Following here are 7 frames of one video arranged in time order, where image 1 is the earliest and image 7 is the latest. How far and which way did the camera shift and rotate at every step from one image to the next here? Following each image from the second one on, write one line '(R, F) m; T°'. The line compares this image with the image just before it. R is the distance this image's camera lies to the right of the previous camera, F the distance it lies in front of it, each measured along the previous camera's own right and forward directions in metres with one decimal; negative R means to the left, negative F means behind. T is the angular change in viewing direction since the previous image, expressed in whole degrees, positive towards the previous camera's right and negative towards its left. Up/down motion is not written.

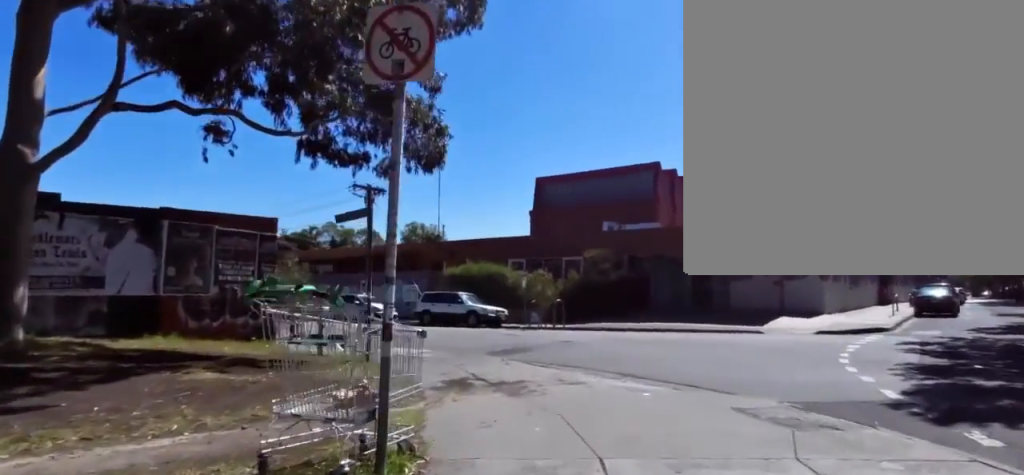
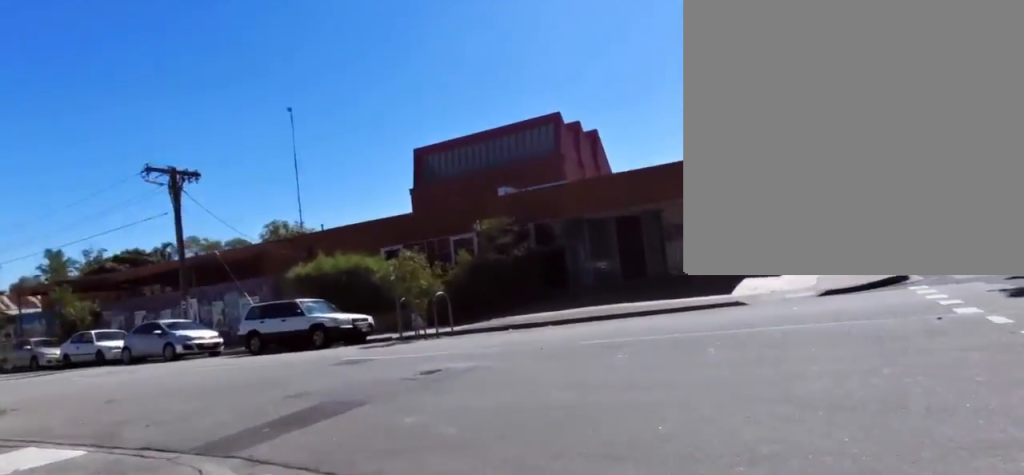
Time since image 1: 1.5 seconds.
(+0.3, +6.0) m; -4°
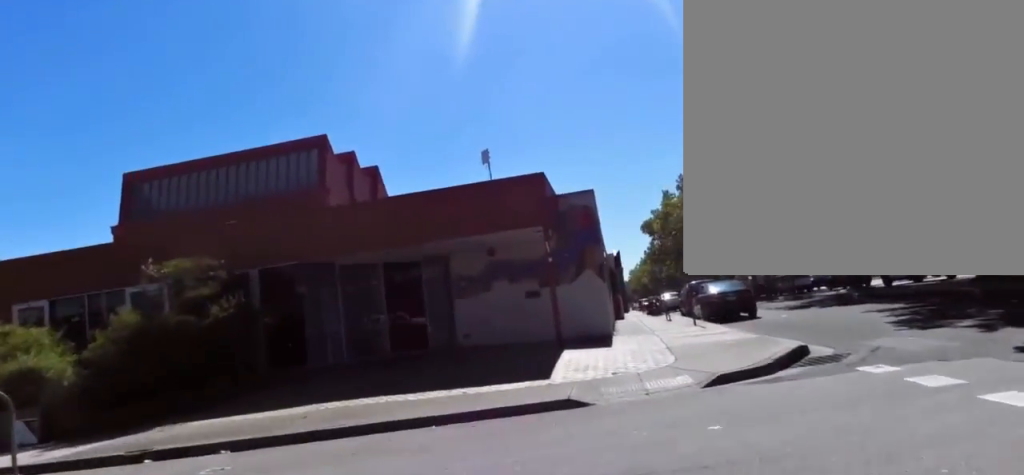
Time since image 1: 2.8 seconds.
(-0.5, +5.7) m; +13°
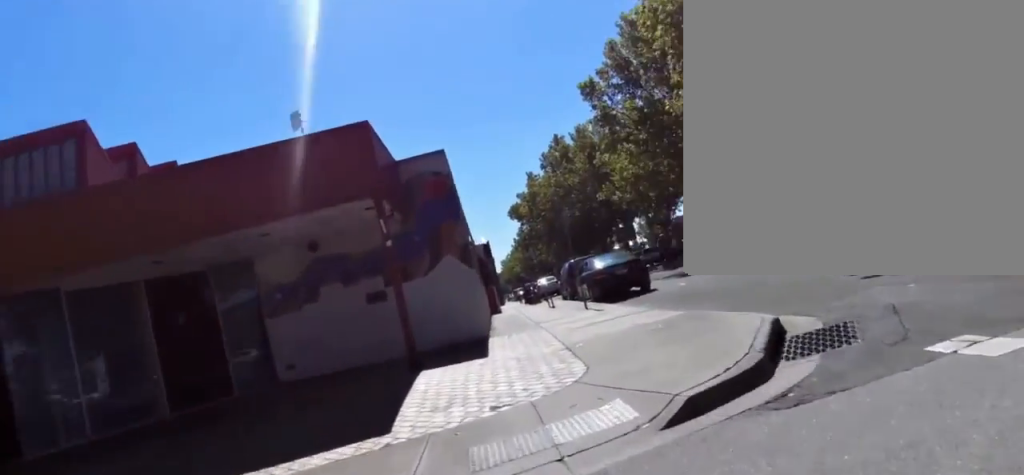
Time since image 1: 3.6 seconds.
(+0.3, +3.2) m; +27°
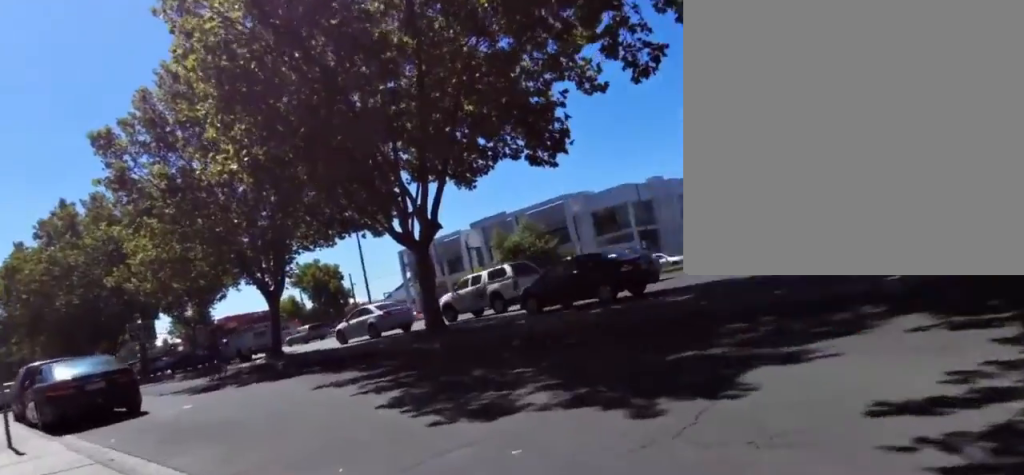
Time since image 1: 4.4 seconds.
(+1.6, +3.3) m; +13°
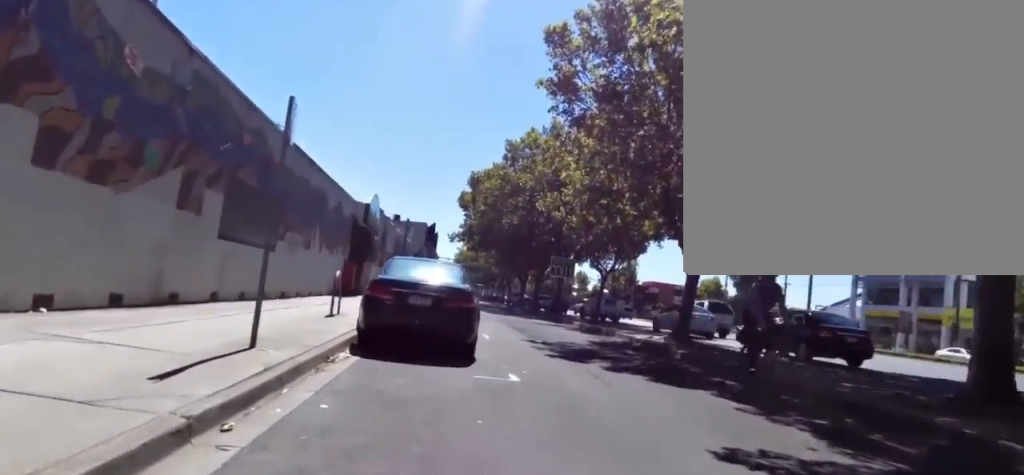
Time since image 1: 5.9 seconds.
(-1.9, +7.0) m; -20°
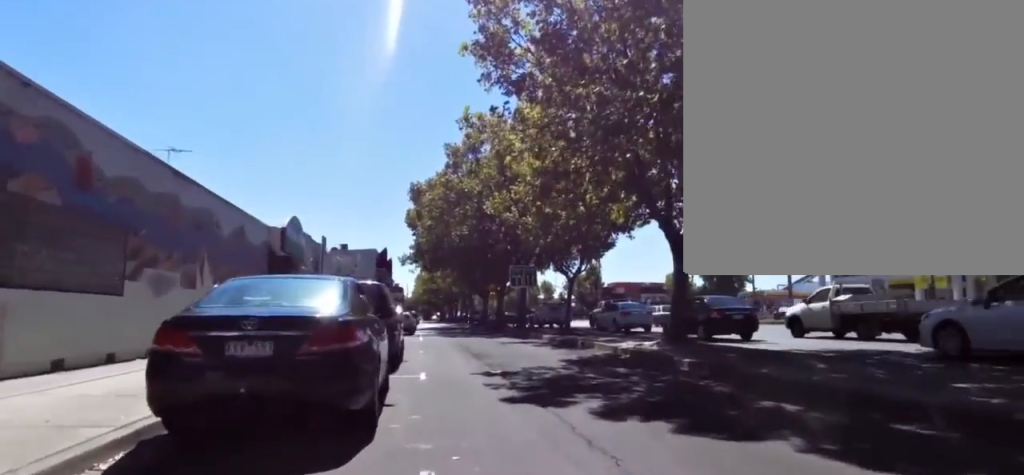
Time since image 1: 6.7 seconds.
(-0.3, +4.0) m; -2°
